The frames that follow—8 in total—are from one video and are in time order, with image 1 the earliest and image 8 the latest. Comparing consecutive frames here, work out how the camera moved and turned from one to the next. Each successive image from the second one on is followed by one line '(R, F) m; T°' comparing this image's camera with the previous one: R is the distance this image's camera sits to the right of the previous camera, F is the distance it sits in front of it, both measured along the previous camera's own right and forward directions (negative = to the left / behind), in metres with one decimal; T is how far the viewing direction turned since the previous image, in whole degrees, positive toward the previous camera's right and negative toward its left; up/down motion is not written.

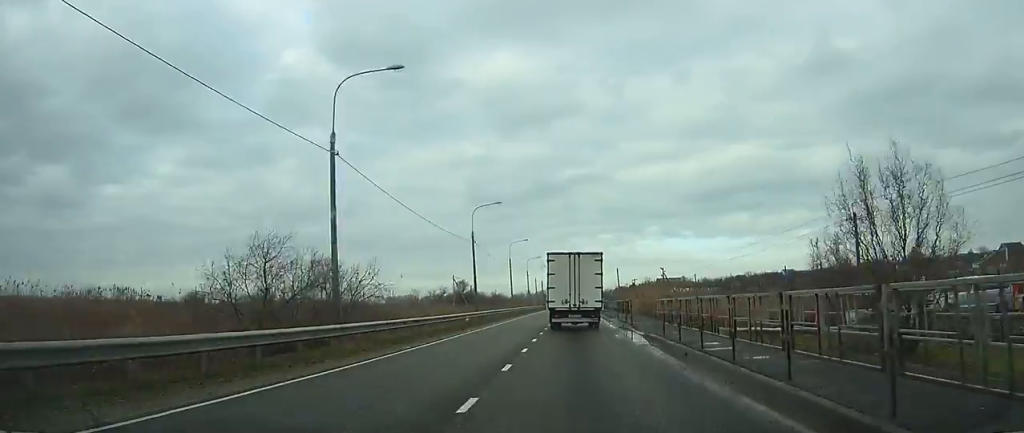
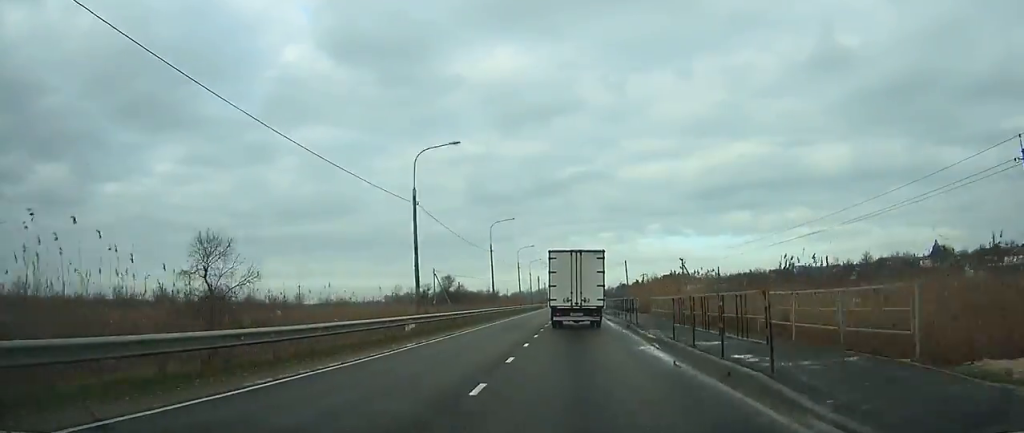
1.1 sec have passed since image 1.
(0.0, +19.1) m; 0°
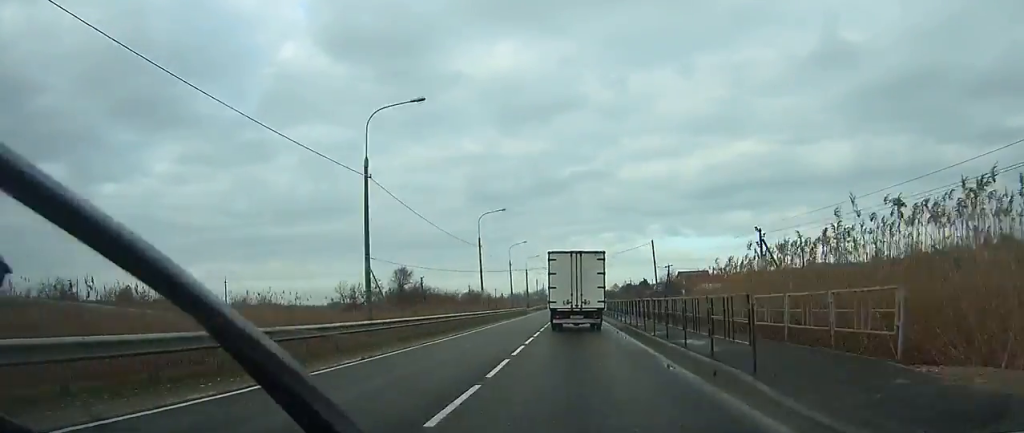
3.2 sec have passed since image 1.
(-0.1, +38.1) m; 0°
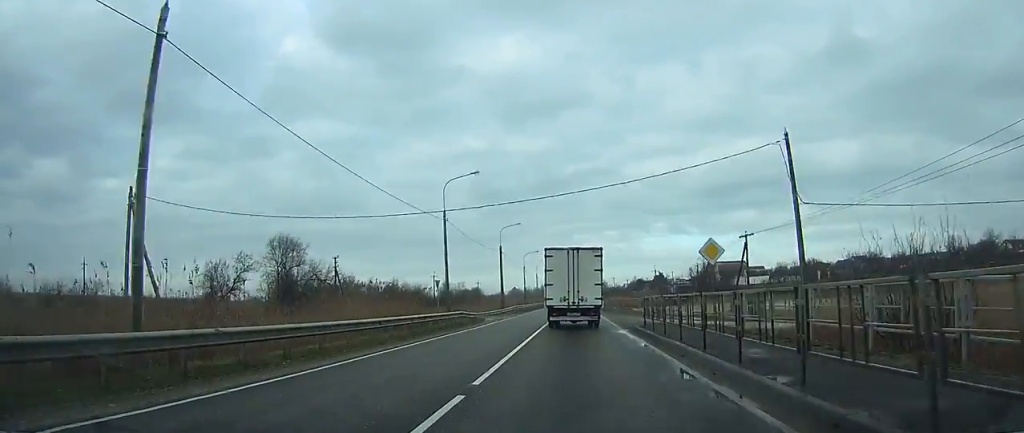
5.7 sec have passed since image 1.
(0.0, +45.0) m; 0°
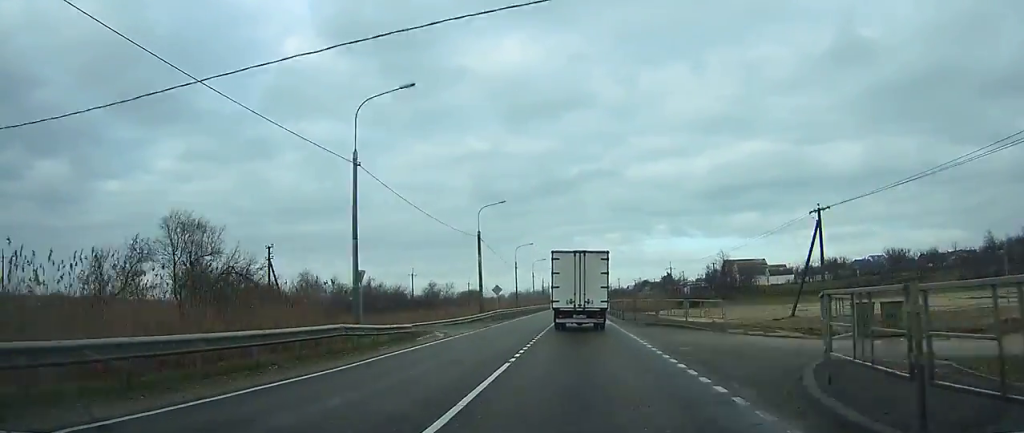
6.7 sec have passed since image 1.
(0.0, +17.7) m; 0°
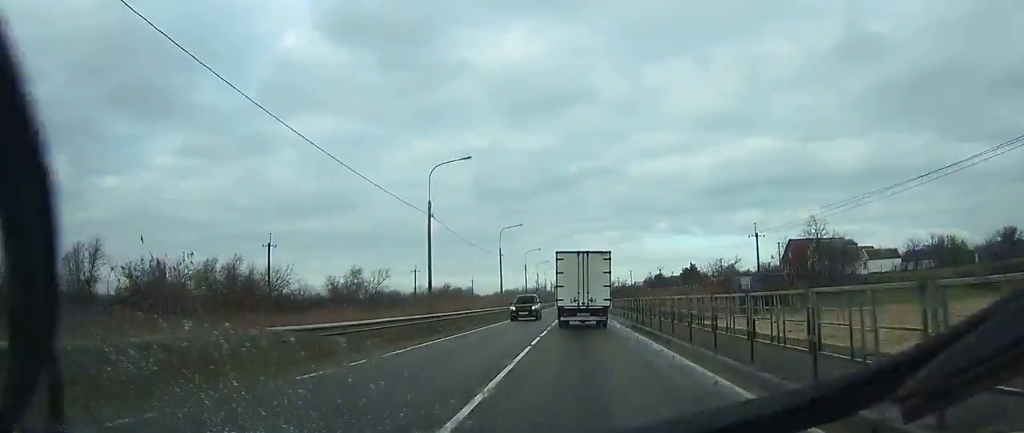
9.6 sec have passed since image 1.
(-0.1, +50.6) m; 0°
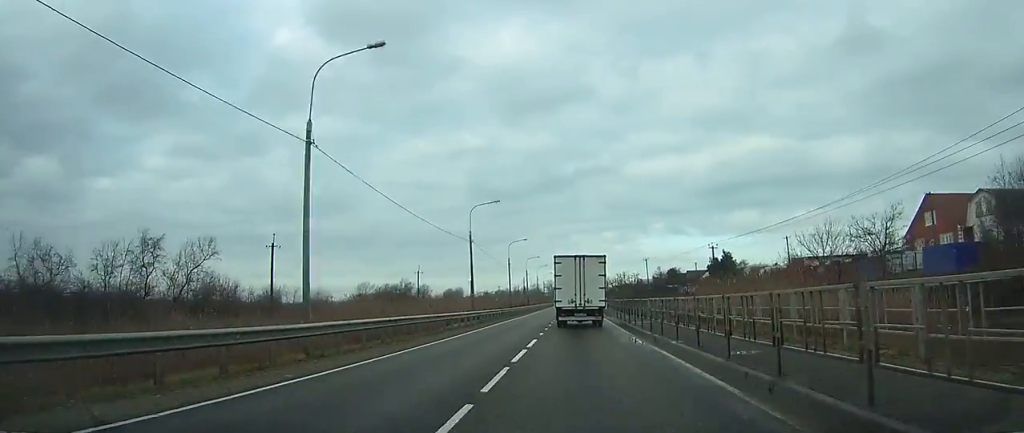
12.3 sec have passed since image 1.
(+0.2, +48.3) m; 0°
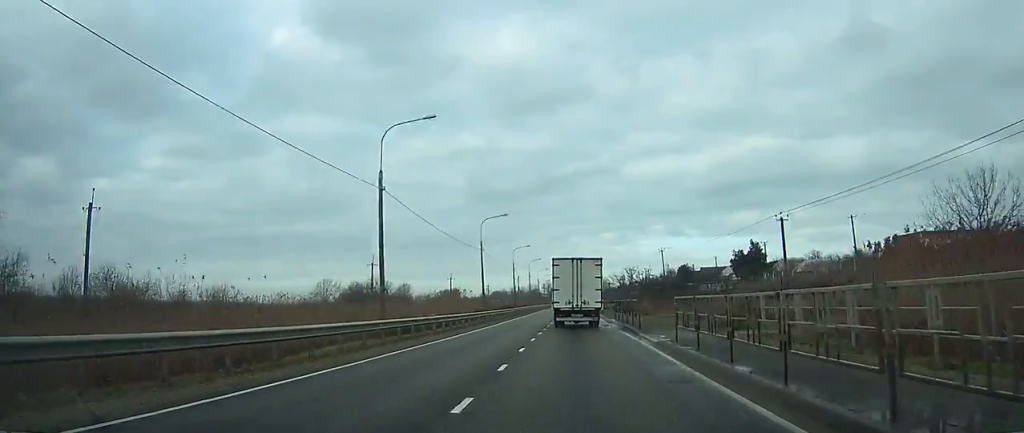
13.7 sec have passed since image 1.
(-0.1, +23.7) m; 0°
